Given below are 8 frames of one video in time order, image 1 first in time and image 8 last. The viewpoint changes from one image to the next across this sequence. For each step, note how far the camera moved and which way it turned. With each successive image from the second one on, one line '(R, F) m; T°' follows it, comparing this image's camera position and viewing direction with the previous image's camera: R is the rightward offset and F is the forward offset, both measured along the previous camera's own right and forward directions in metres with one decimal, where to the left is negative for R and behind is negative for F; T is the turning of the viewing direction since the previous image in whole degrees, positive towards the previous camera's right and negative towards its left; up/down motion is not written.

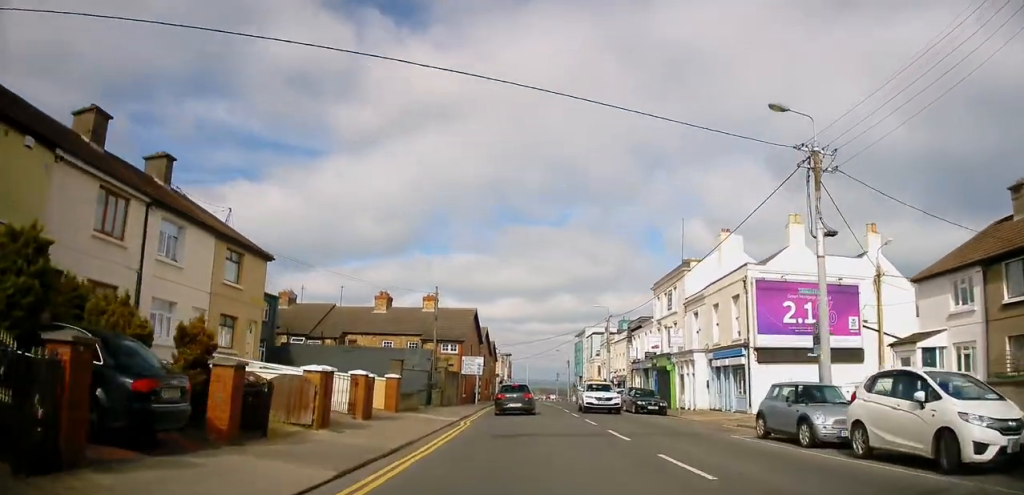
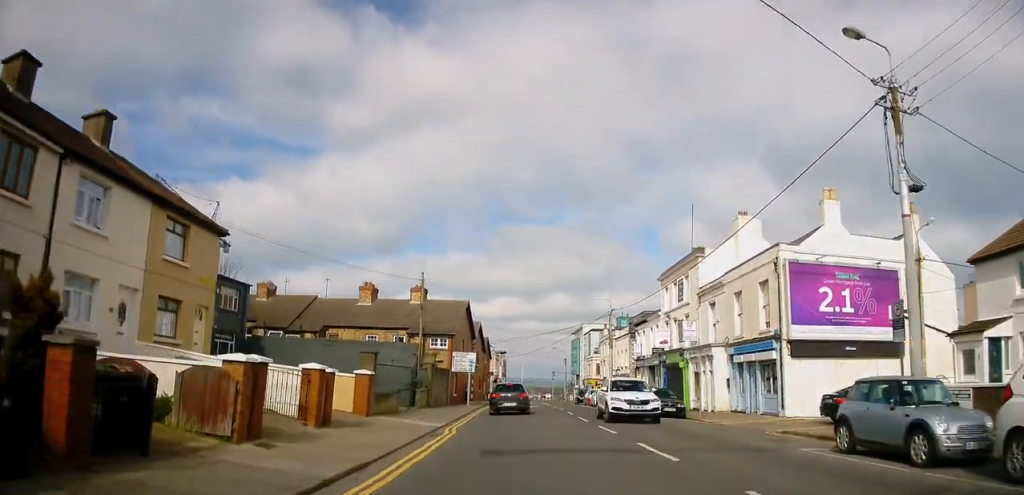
(-0.1, +3.9) m; 0°
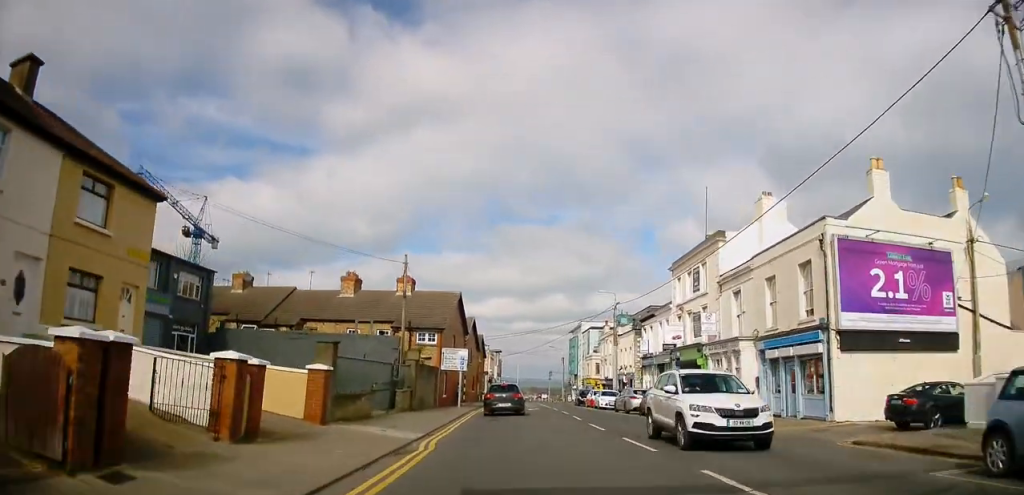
(-0.2, +4.6) m; 0°
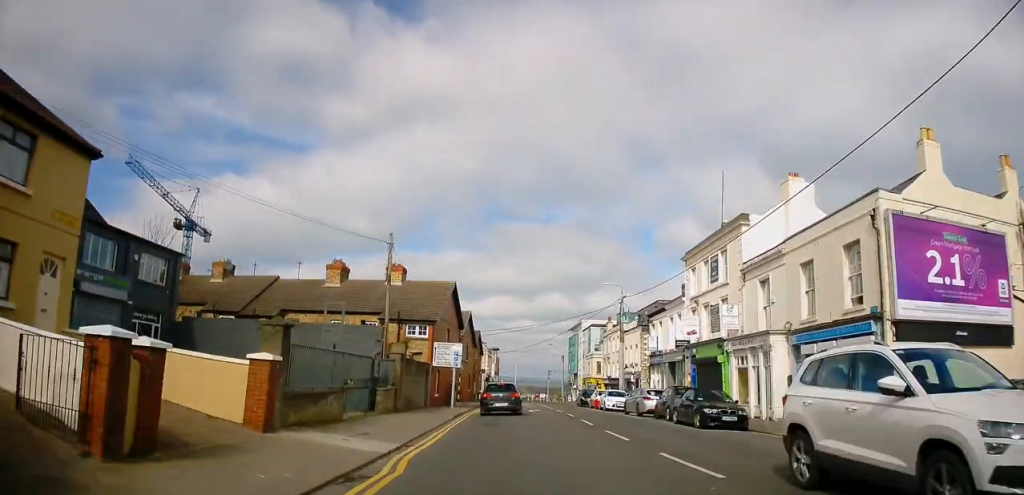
(+0.1, +3.6) m; +1°
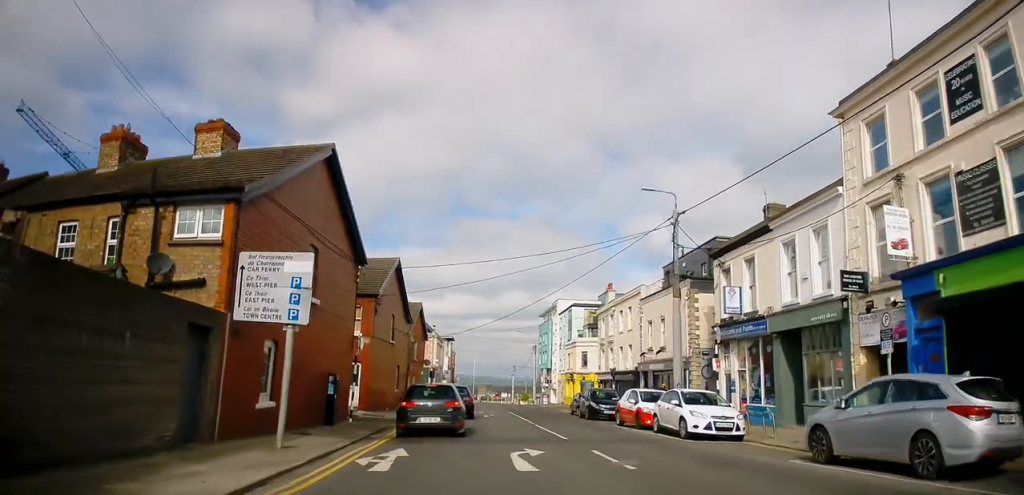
(+1.2, +23.0) m; +4°
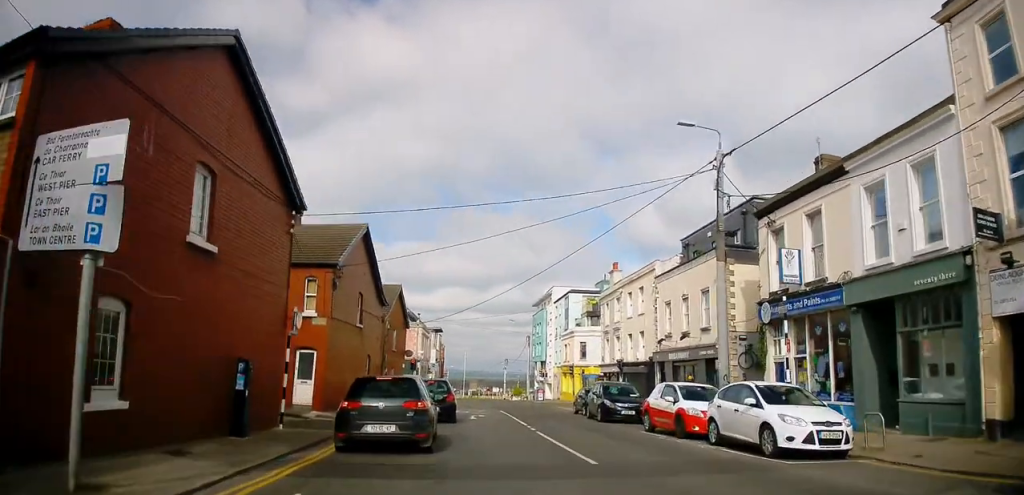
(-0.2, +6.1) m; +1°
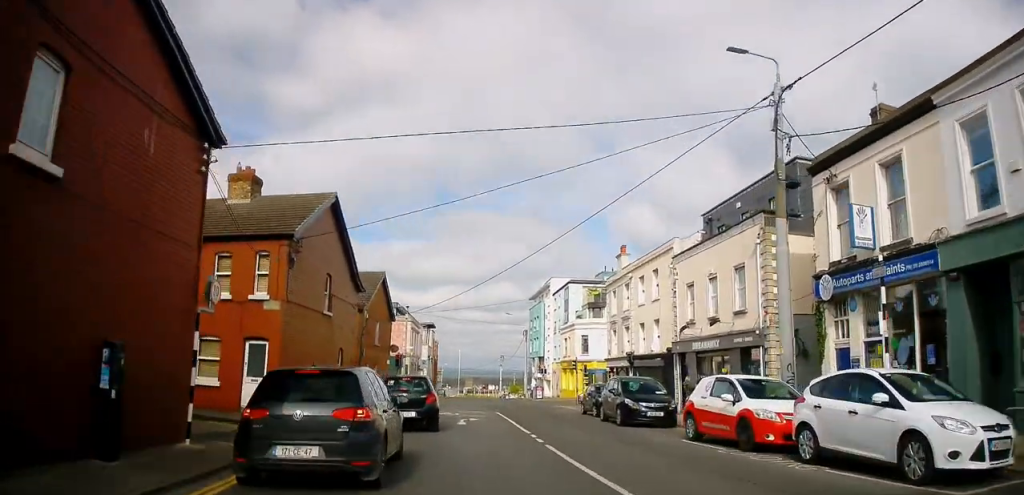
(+0.2, +4.8) m; +2°
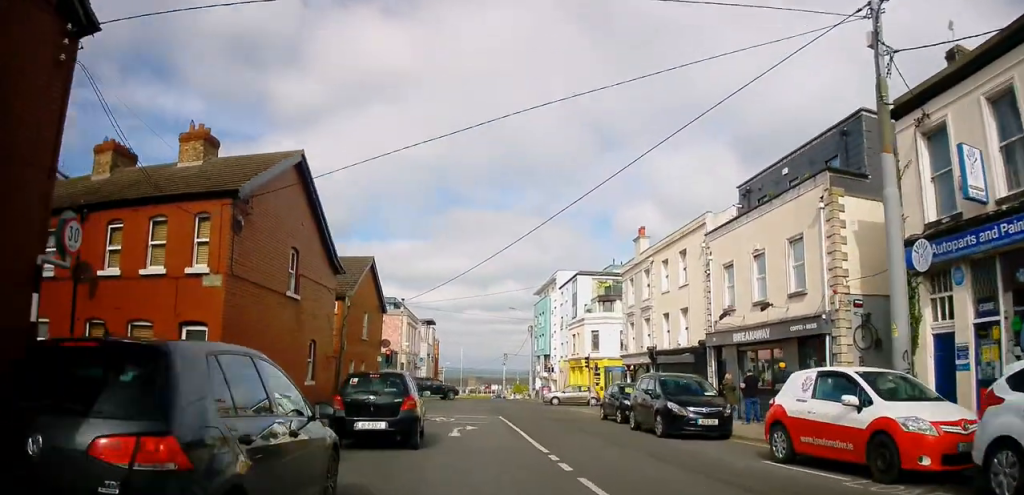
(+0.1, +4.9) m; -1°
